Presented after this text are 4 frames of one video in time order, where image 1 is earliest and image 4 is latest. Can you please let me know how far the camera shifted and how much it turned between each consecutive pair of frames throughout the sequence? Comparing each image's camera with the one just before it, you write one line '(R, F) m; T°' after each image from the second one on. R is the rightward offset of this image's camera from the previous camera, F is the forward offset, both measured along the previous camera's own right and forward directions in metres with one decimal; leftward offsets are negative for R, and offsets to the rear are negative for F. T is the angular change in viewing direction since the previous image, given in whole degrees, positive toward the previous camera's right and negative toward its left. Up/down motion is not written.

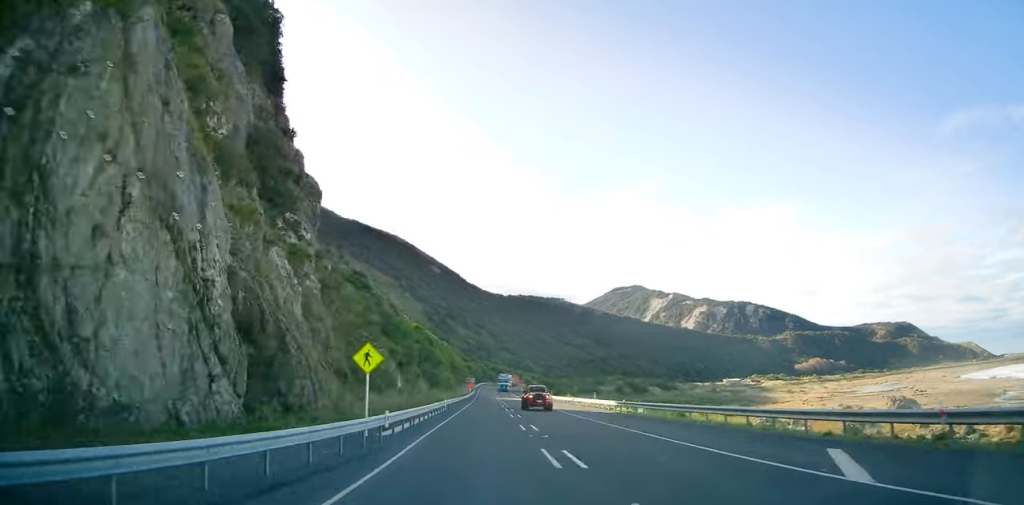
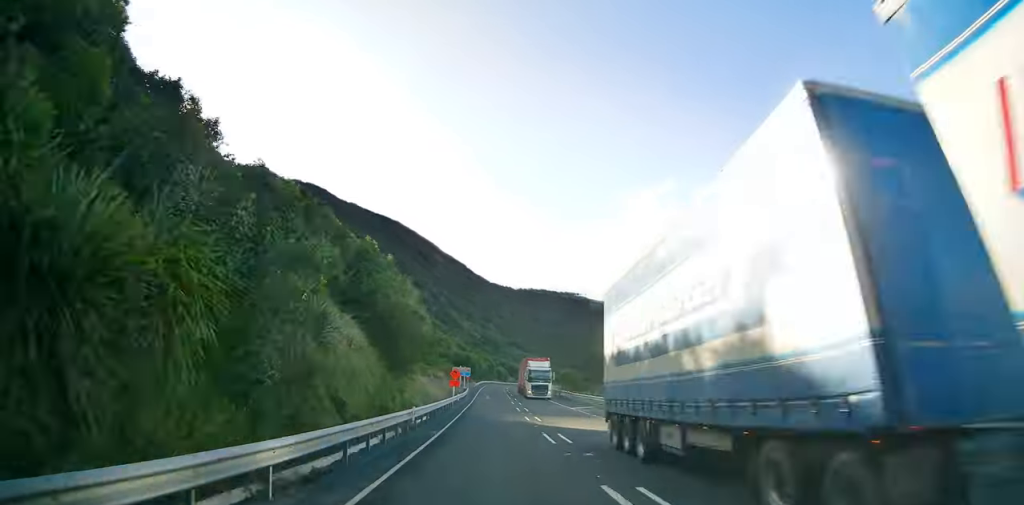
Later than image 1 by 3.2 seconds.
(+0.3, +65.6) m; -1°
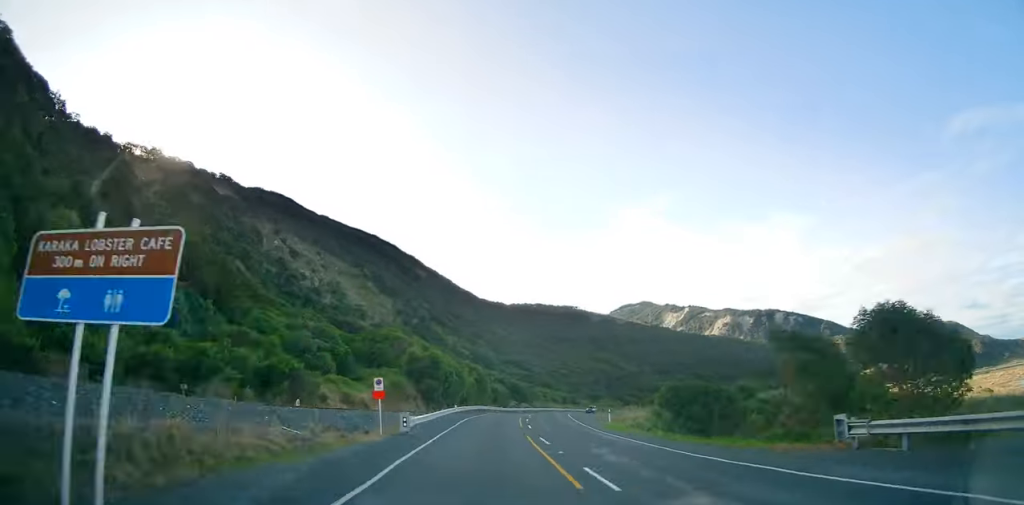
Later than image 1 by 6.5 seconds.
(-1.1, +66.4) m; +3°
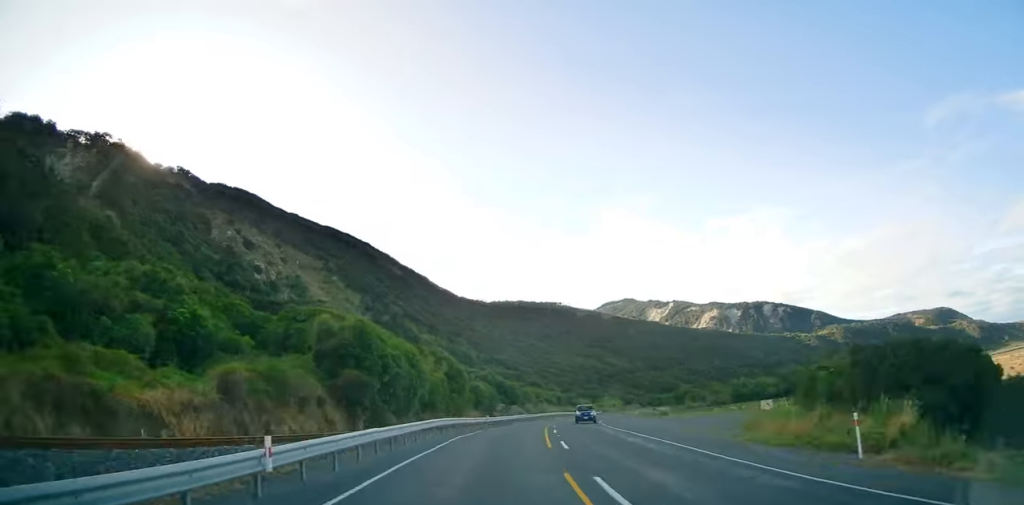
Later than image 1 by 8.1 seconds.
(+1.8, +31.8) m; +5°
